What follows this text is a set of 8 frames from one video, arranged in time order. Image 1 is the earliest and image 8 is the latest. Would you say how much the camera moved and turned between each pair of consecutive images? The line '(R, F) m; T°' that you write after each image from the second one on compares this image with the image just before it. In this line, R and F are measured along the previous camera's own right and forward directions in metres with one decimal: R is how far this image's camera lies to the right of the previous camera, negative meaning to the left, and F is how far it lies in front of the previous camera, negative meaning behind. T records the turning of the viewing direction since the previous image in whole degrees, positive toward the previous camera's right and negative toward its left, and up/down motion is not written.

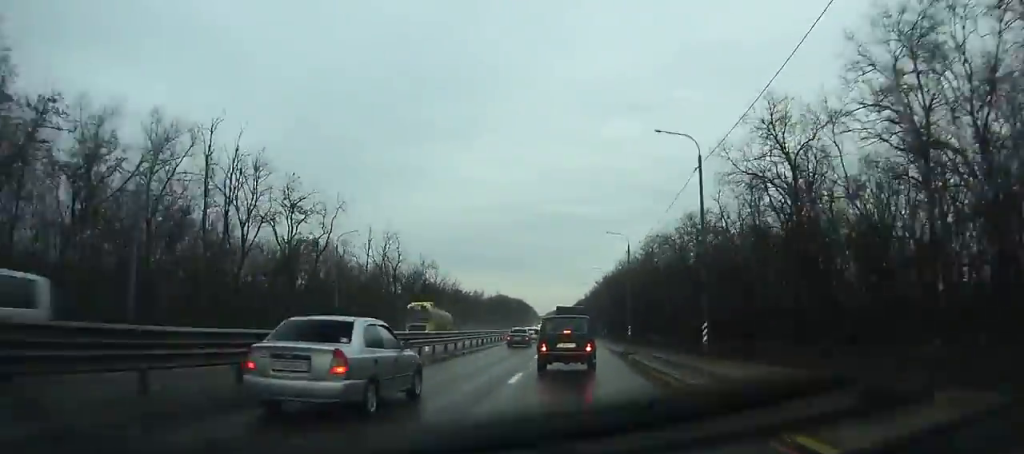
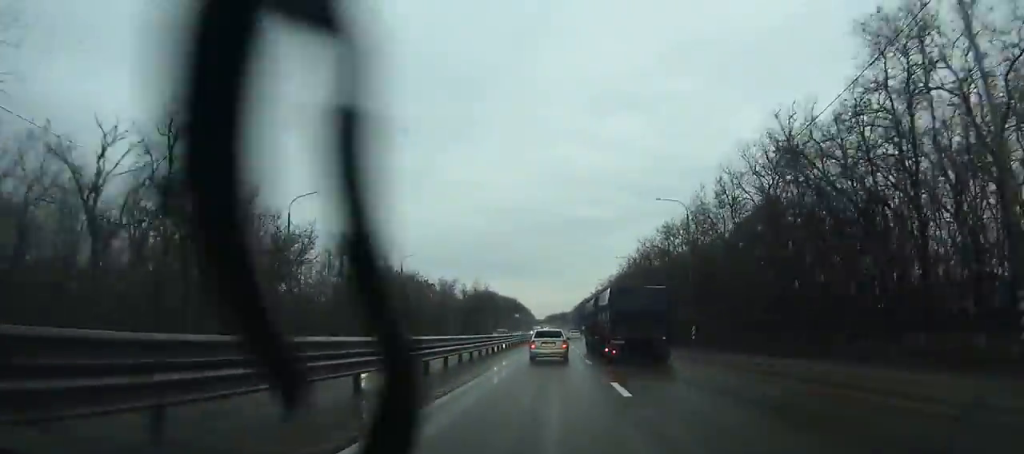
(-0.7, +78.6) m; 0°
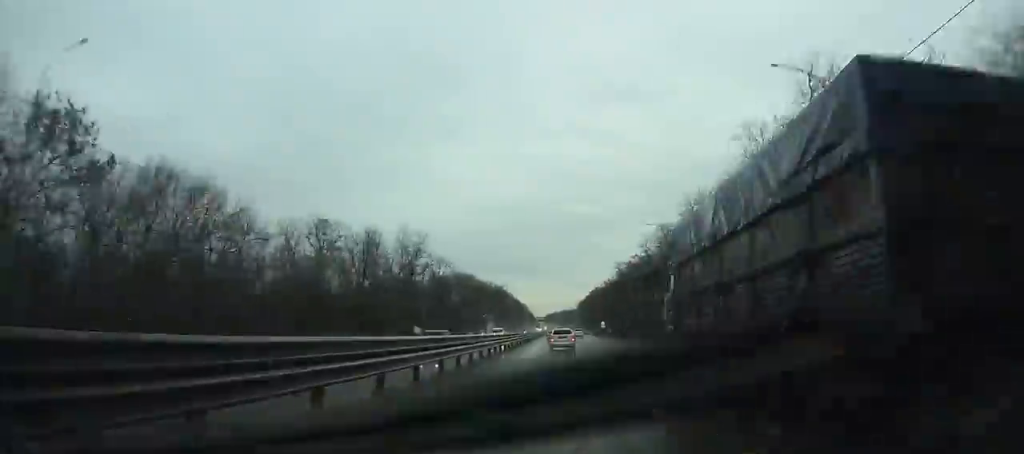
(+0.2, +82.8) m; 0°
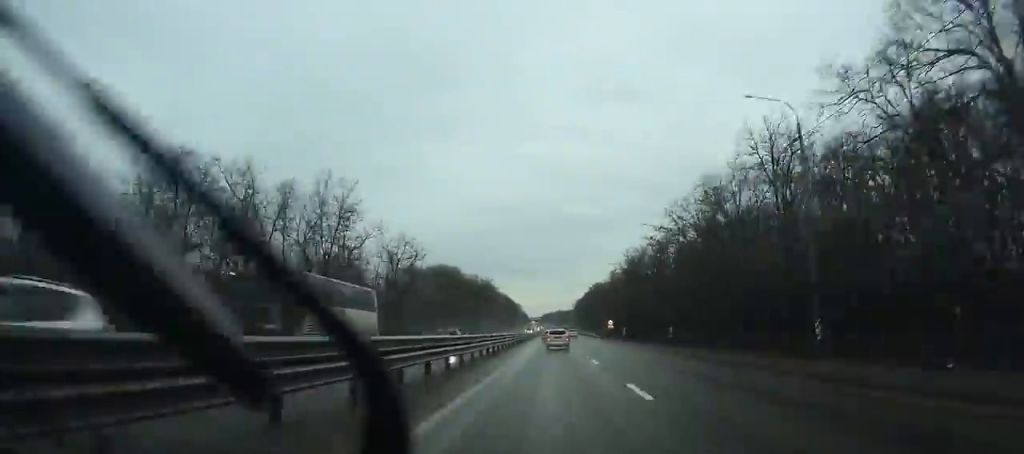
(0.0, +28.4) m; 0°
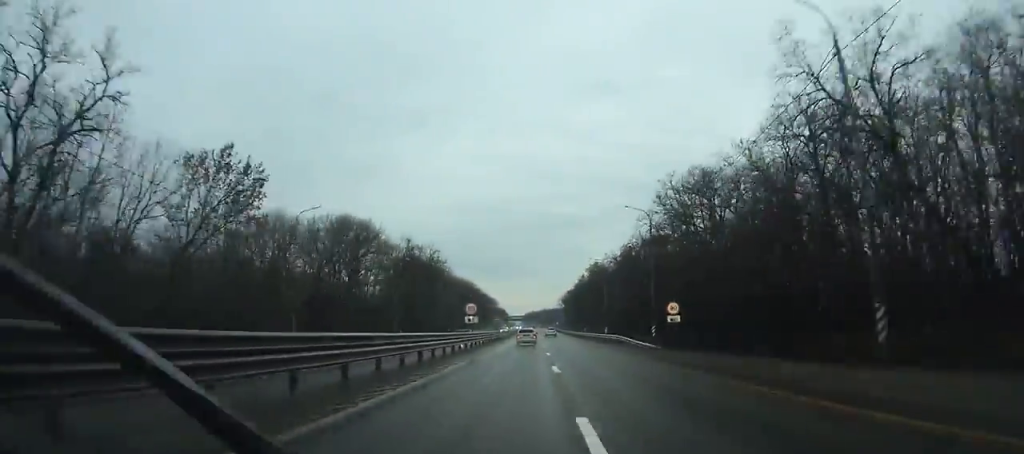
(+0.5, +64.6) m; 0°
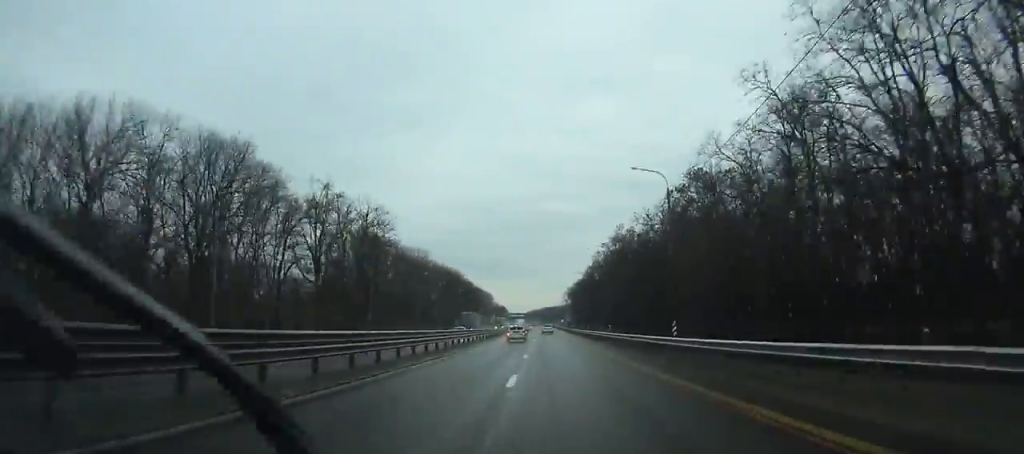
(+0.3, +41.0) m; 0°
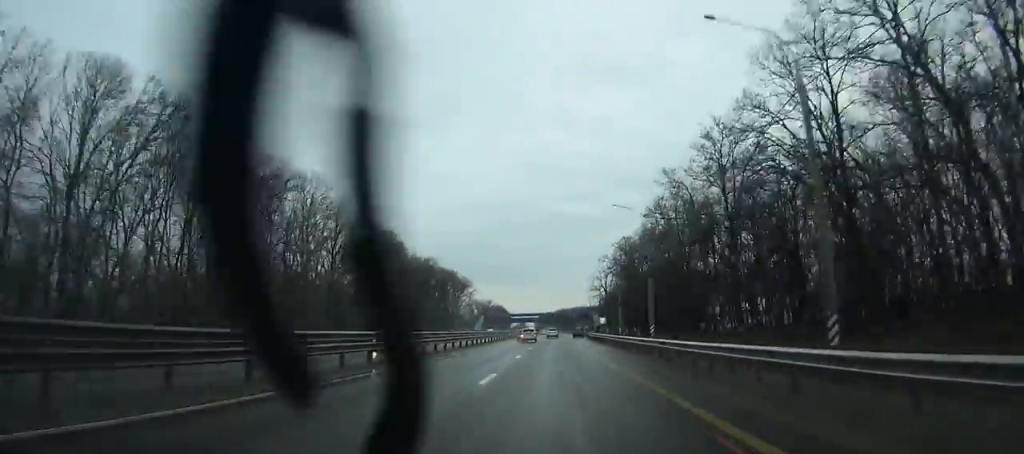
(-2.0, +132.7) m; -1°
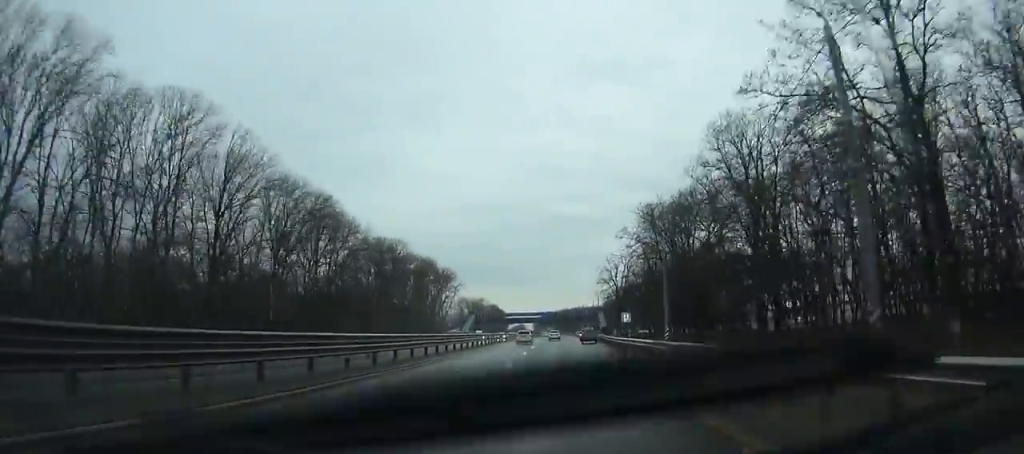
(-0.1, +30.1) m; 0°
